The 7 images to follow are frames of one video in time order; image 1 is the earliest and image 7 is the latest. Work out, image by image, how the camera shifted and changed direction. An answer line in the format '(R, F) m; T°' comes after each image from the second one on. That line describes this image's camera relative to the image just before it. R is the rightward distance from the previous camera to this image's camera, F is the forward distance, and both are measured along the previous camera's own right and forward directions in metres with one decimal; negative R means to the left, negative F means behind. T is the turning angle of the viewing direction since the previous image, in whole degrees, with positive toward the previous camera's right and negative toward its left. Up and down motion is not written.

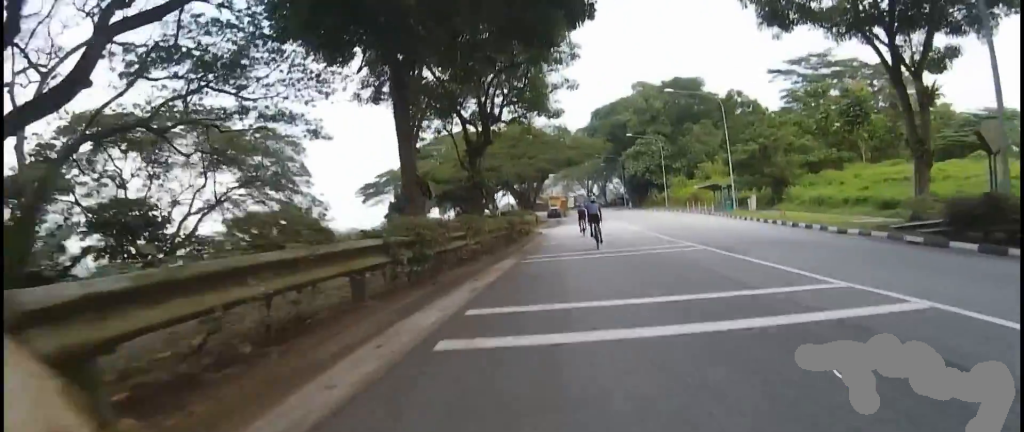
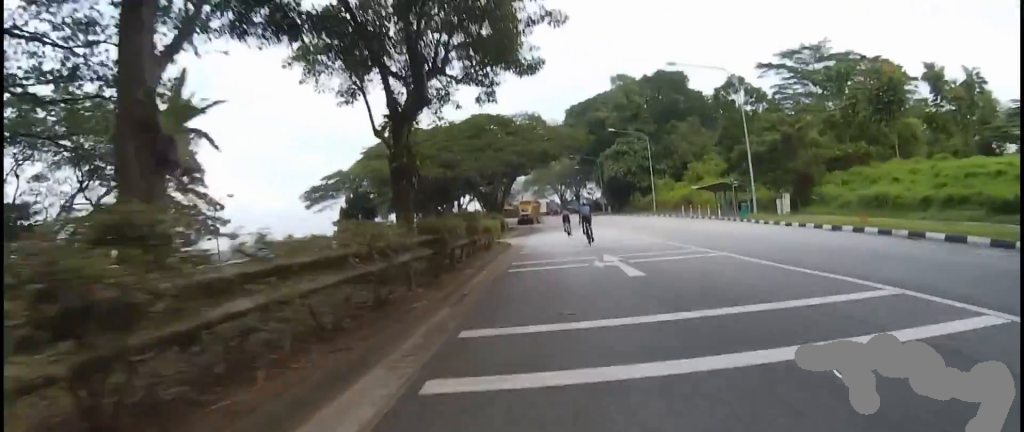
(+1.1, +9.5) m; +2°
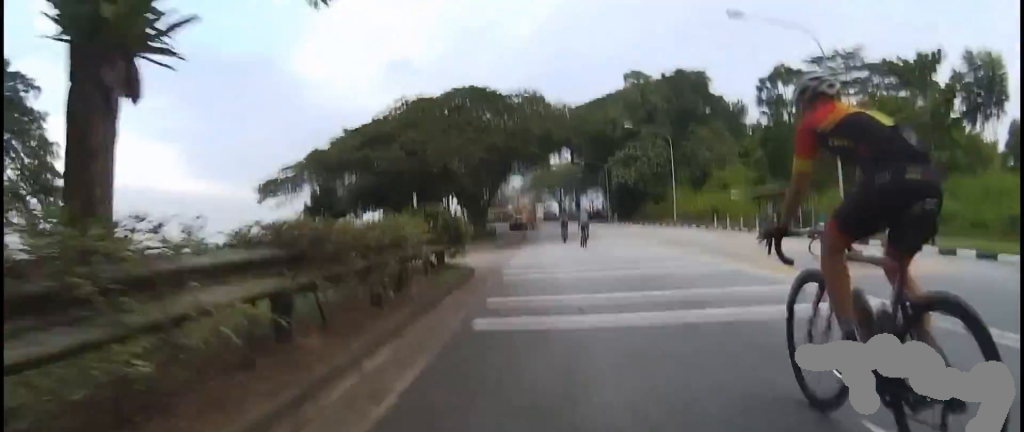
(-1.3, +11.0) m; -4°
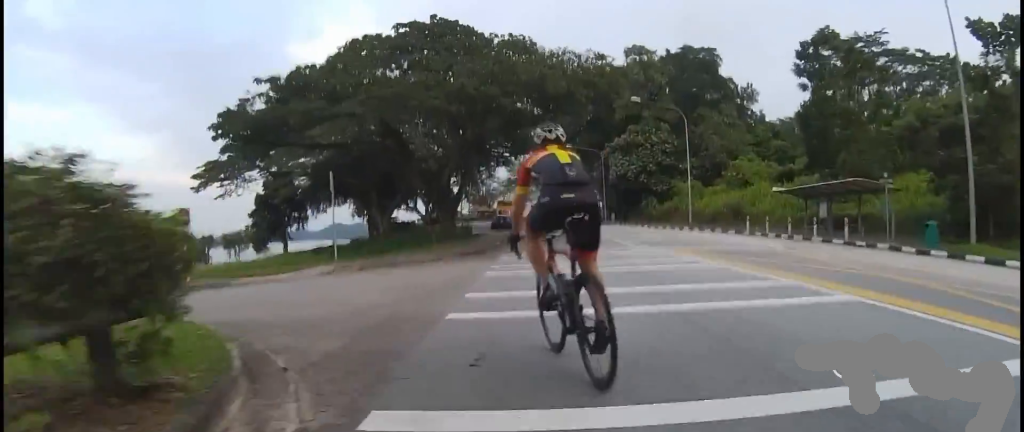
(+1.3, +9.7) m; +9°
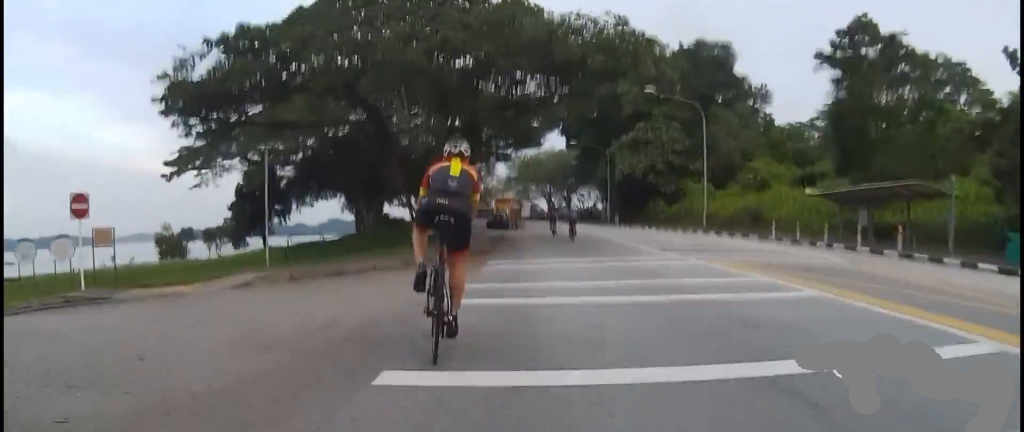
(+0.3, +4.3) m; 0°
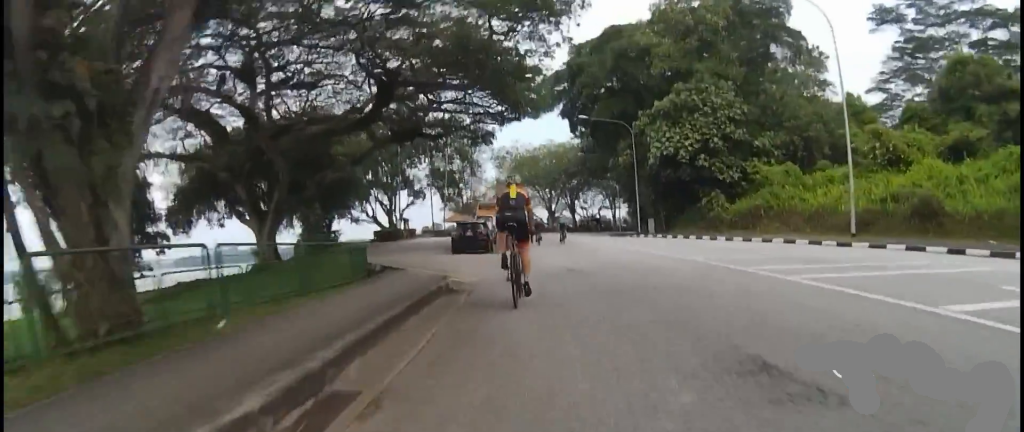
(-0.2, +21.5) m; 0°
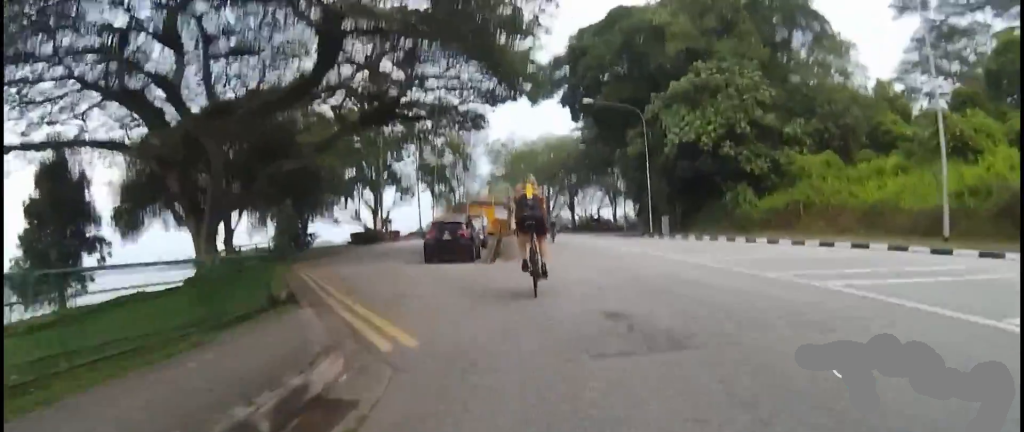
(-0.2, +6.4) m; -2°
